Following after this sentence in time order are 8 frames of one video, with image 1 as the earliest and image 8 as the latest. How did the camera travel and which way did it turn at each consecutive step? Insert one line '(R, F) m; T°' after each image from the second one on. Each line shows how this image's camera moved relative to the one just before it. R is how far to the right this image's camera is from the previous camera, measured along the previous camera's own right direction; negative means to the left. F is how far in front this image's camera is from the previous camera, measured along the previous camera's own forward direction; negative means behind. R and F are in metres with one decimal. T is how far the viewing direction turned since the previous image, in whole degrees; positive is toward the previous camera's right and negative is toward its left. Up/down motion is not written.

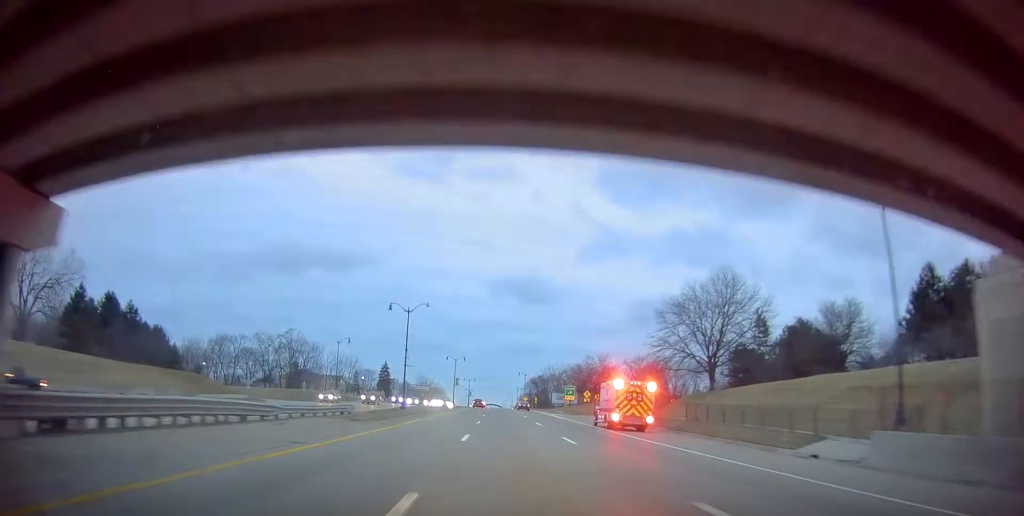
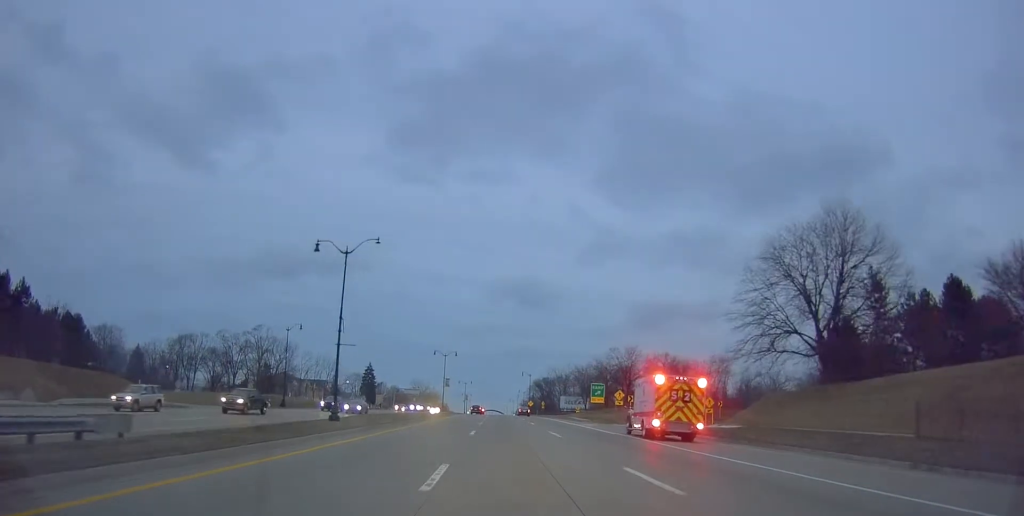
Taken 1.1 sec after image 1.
(+0.7, +25.2) m; +1°
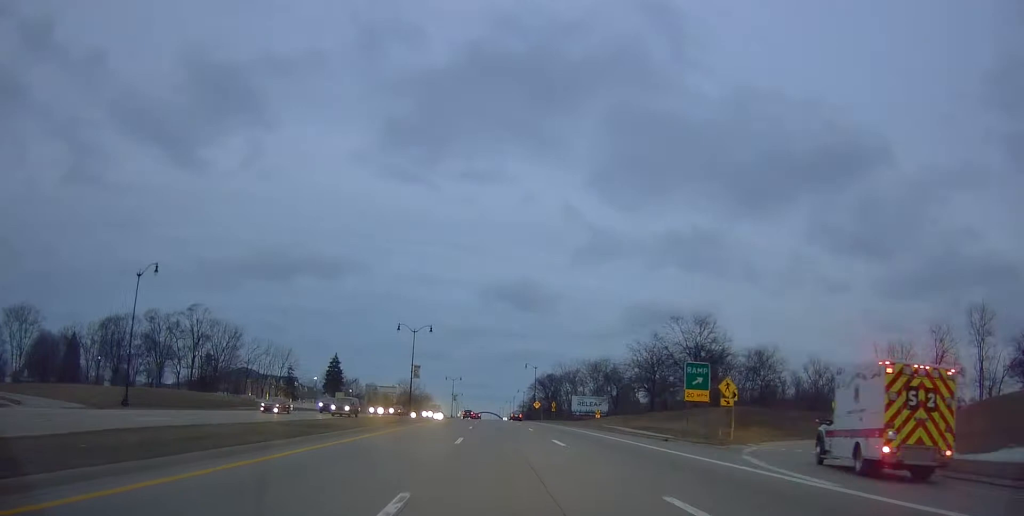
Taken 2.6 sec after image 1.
(-0.1, +34.8) m; 0°
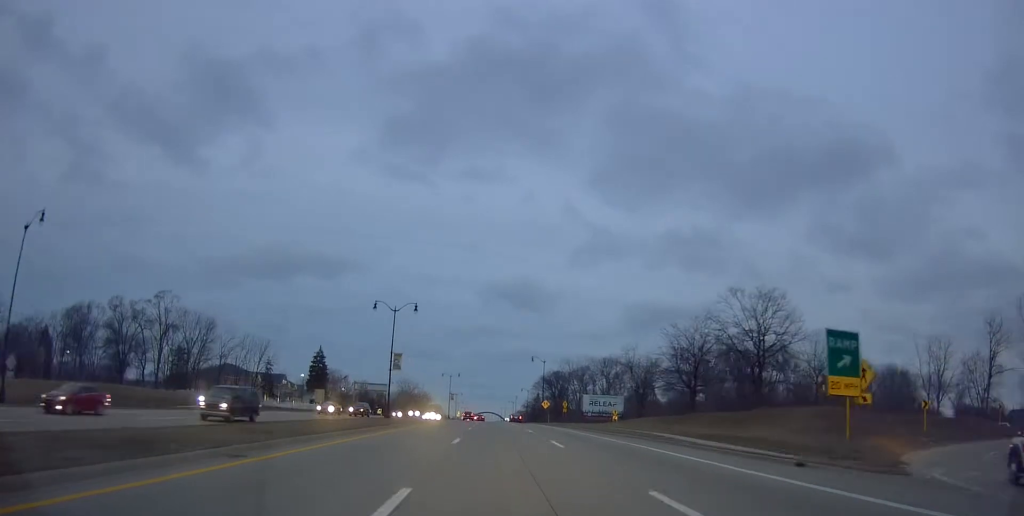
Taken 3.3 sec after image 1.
(+0.1, +15.0) m; -1°
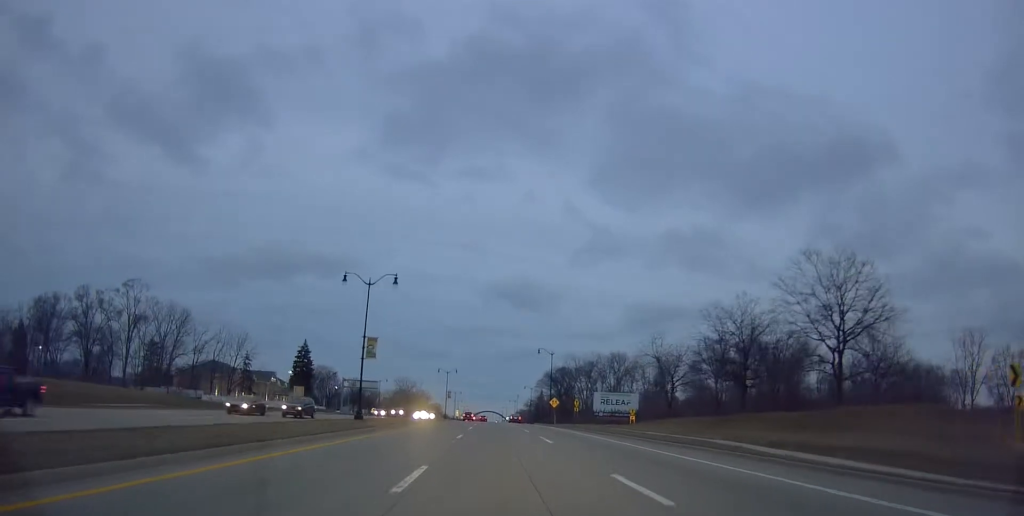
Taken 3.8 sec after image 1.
(-0.4, +11.8) m; 0°
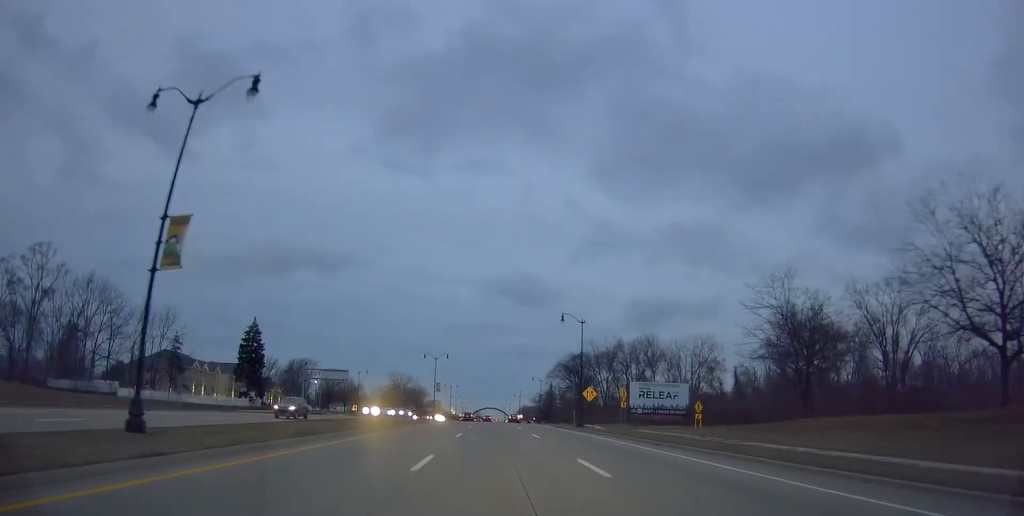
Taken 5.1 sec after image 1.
(+0.5, +27.8) m; +2°
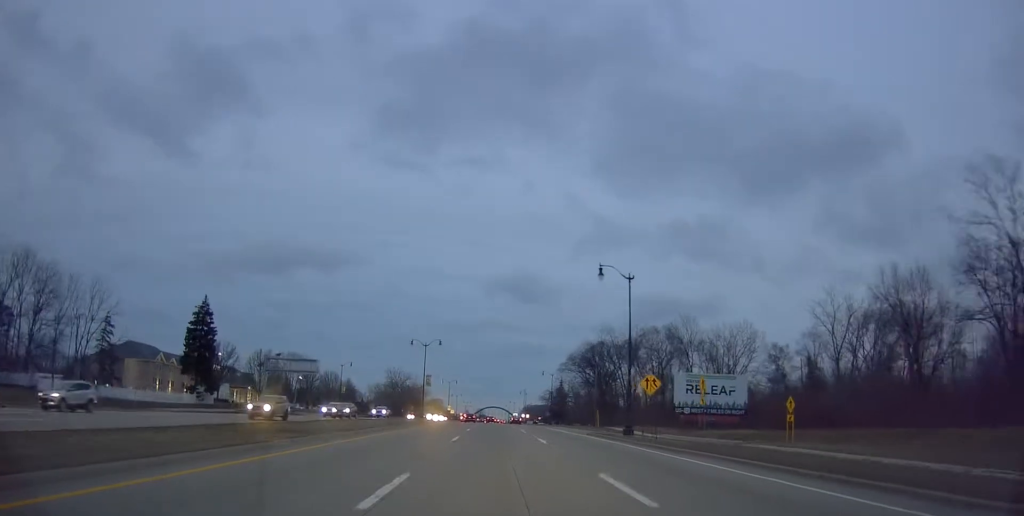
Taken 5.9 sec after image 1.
(0.0, +19.0) m; -2°
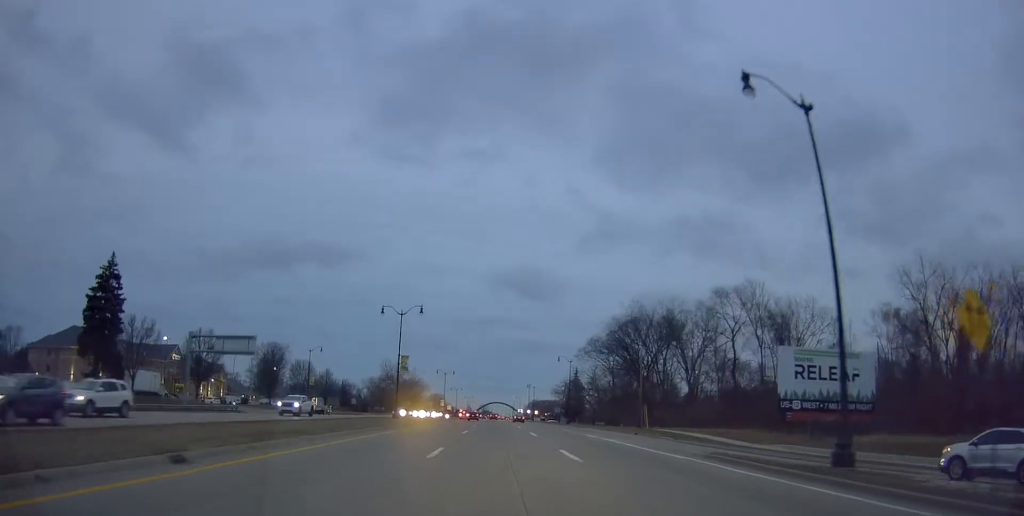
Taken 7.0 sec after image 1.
(-0.7, +22.7) m; 0°
